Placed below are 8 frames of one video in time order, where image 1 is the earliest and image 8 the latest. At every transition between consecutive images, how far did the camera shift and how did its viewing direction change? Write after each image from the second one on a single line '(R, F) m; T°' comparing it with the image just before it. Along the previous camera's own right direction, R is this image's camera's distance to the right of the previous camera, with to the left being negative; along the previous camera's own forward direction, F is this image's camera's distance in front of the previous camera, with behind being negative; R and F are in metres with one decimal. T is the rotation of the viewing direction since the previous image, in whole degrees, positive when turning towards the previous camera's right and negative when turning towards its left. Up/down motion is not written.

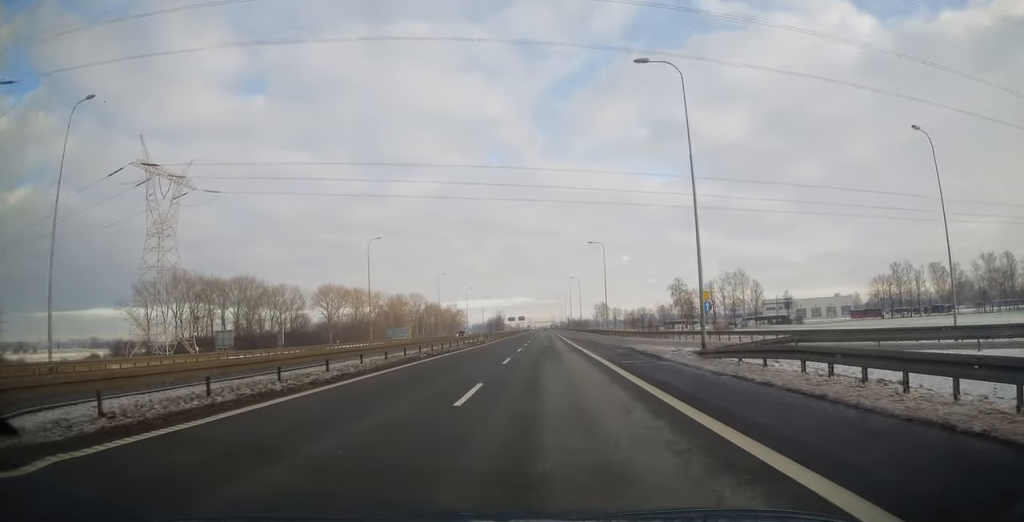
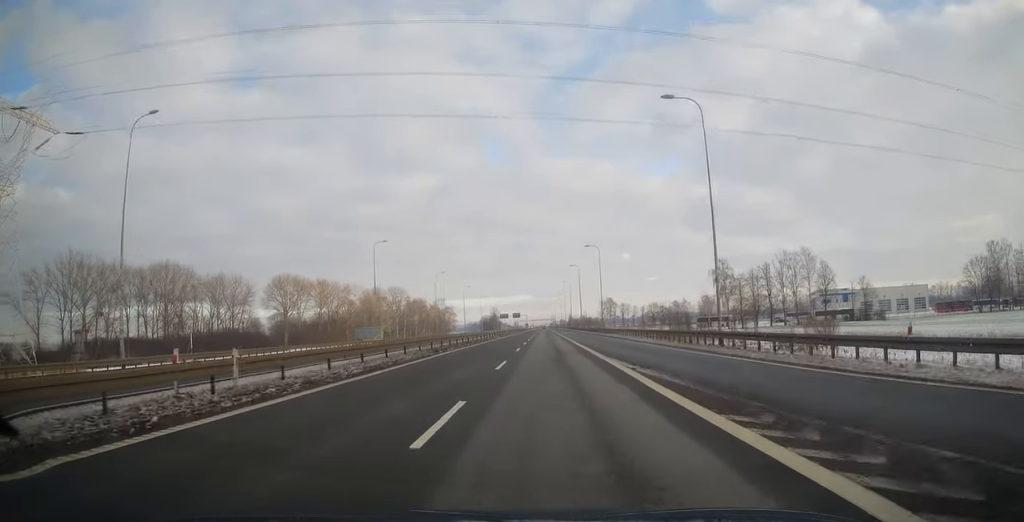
(-0.1, +54.5) m; 0°
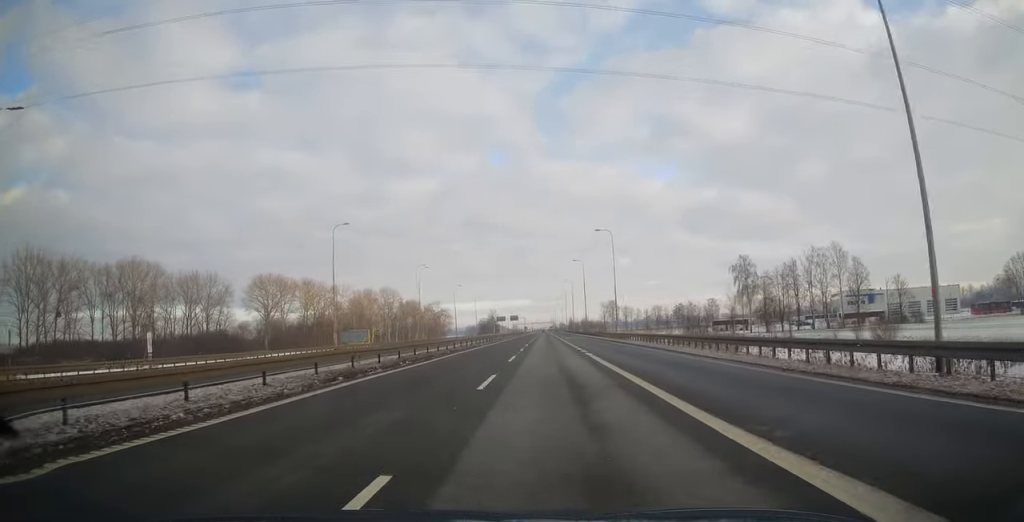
(0.0, +16.3) m; 0°
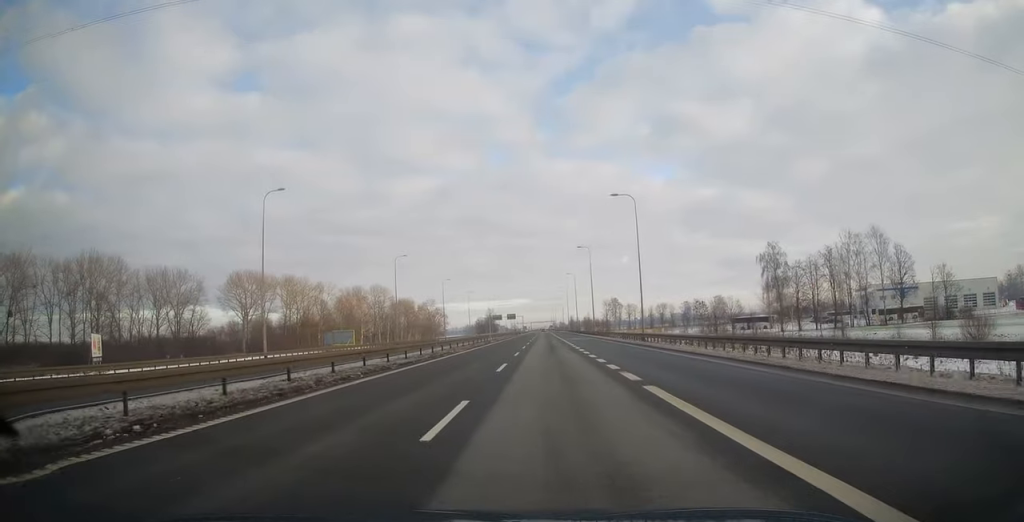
(0.0, +17.3) m; 0°
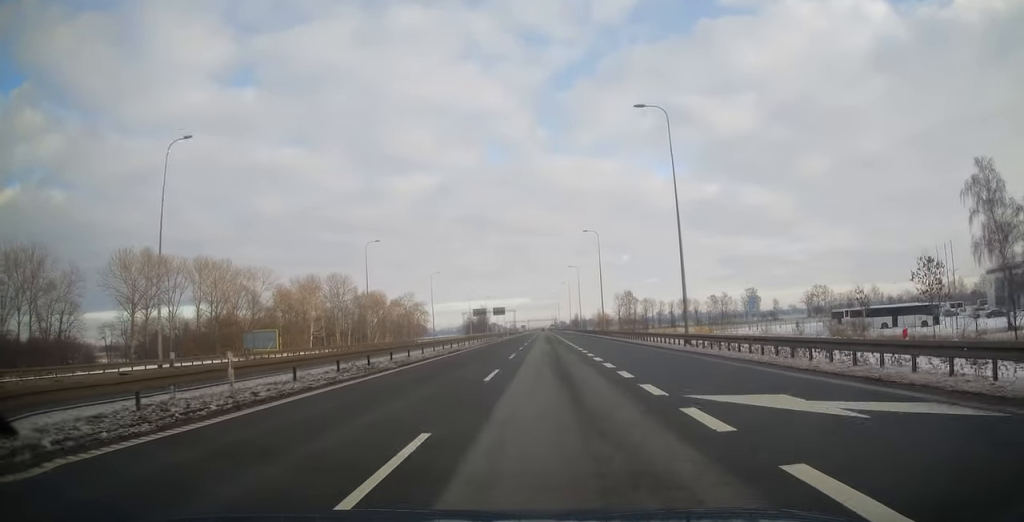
(-0.2, +56.3) m; -1°
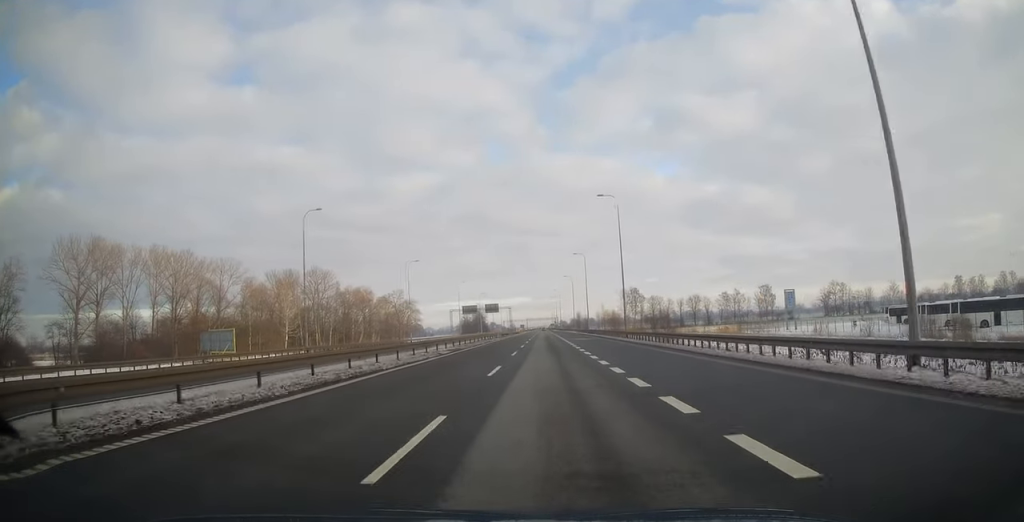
(-0.1, +19.1) m; 0°
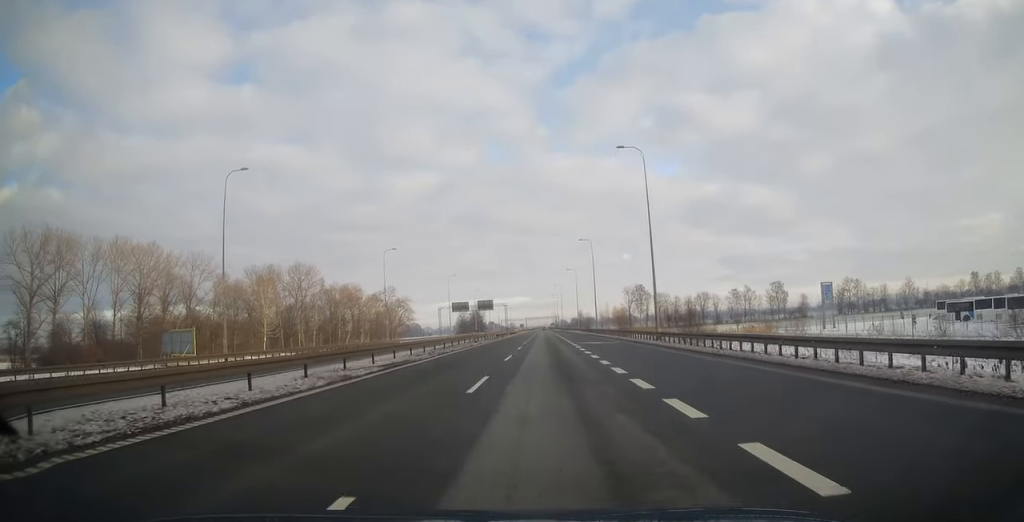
(0.0, +15.2) m; 0°
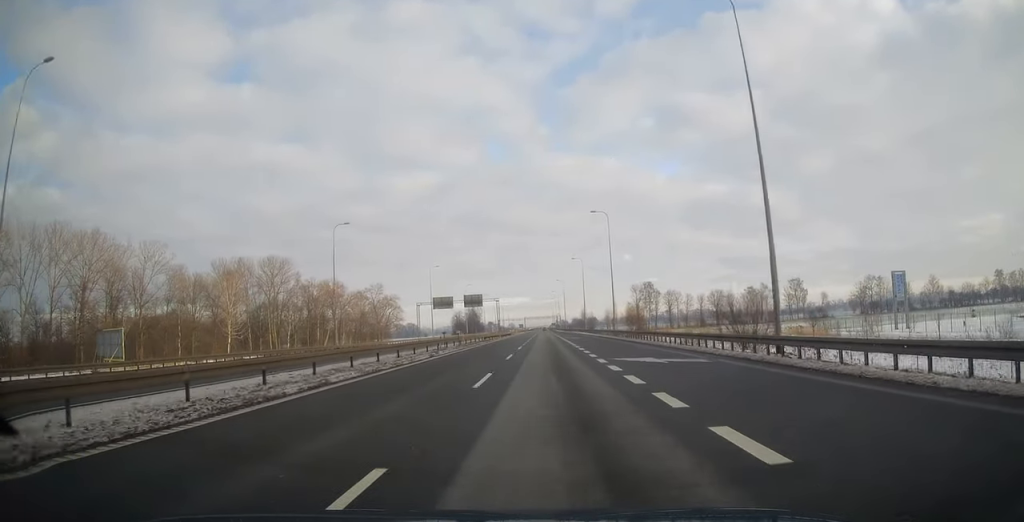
(0.0, +21.5) m; 0°
